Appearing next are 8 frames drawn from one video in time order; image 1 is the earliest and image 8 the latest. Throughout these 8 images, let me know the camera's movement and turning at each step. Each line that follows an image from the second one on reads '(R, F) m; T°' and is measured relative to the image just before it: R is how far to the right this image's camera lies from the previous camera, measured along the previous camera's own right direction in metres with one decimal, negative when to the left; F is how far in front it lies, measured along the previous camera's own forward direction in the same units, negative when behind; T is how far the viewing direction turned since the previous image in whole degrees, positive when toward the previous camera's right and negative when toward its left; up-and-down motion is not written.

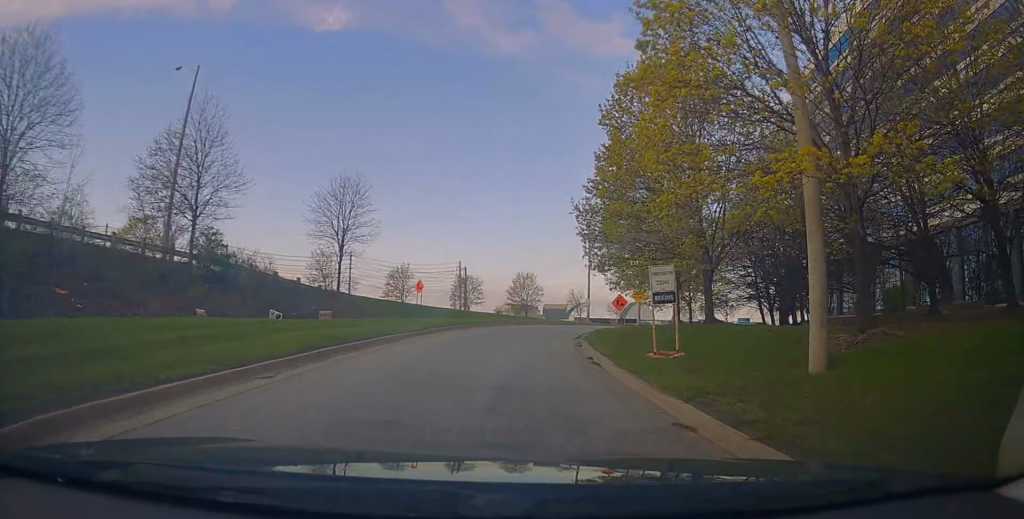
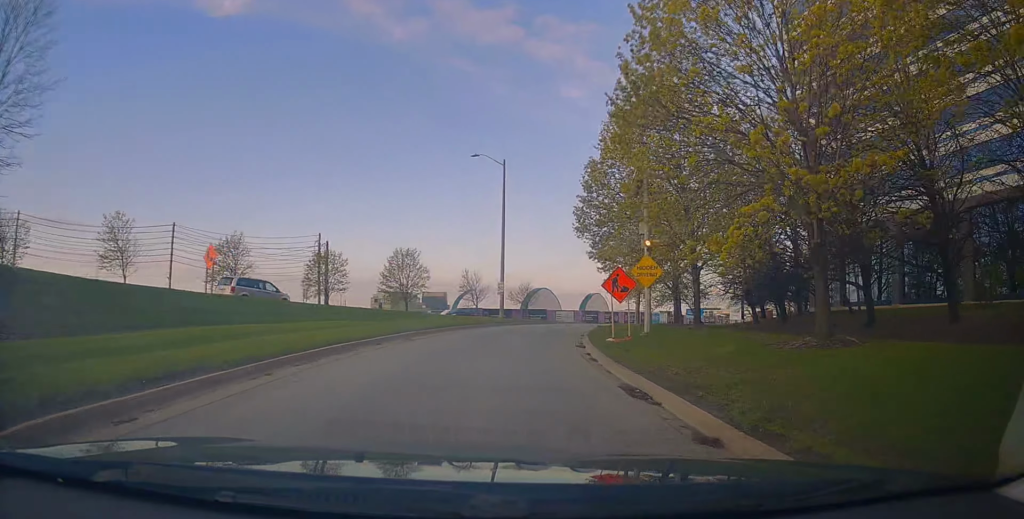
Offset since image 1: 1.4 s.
(+3.2, +24.2) m; +16°
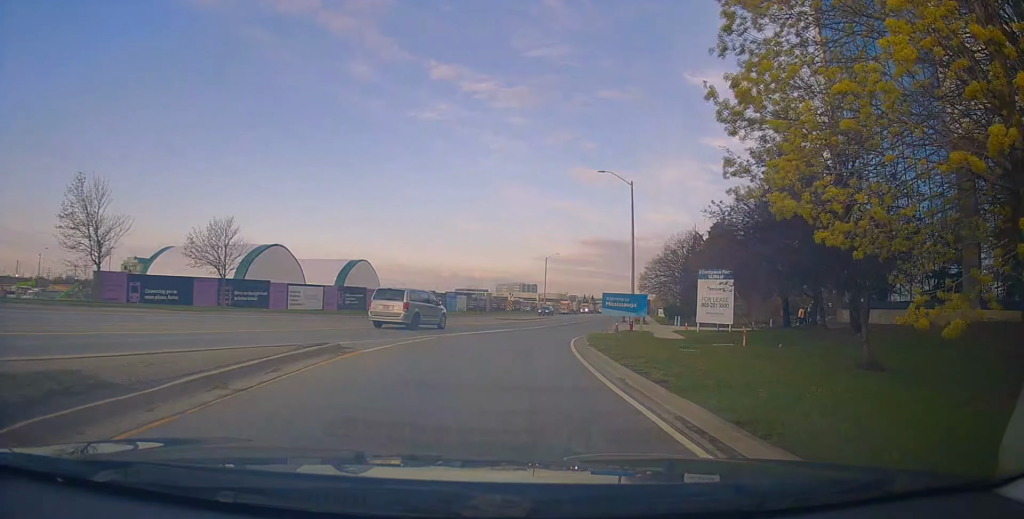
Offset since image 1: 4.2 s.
(+11.9, +46.2) m; +28°
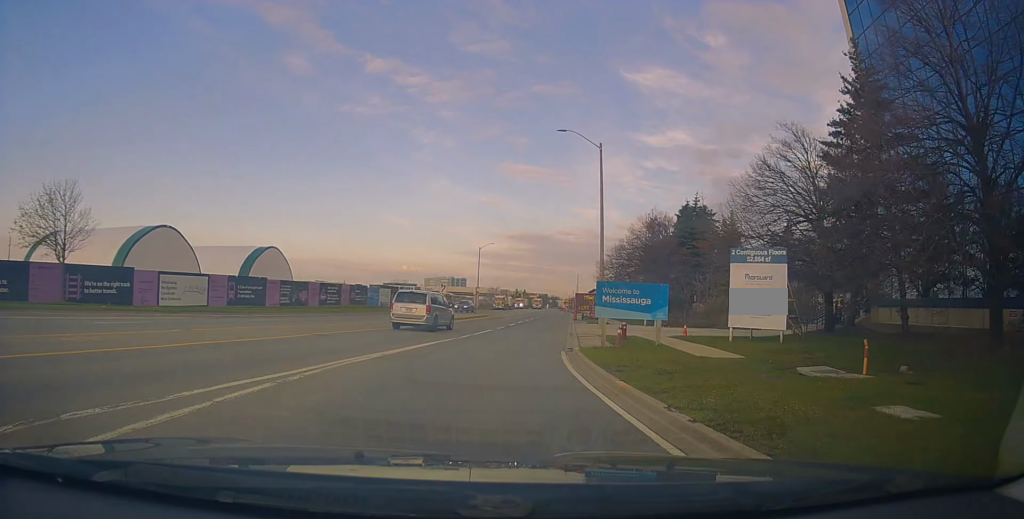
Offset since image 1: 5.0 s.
(+0.5, +12.3) m; +6°
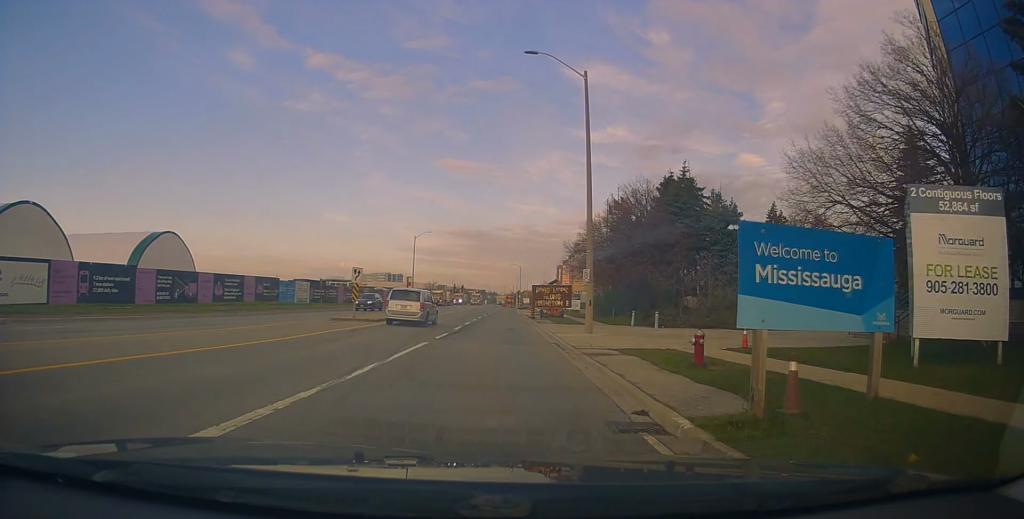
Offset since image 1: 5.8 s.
(+1.0, +13.3) m; +5°
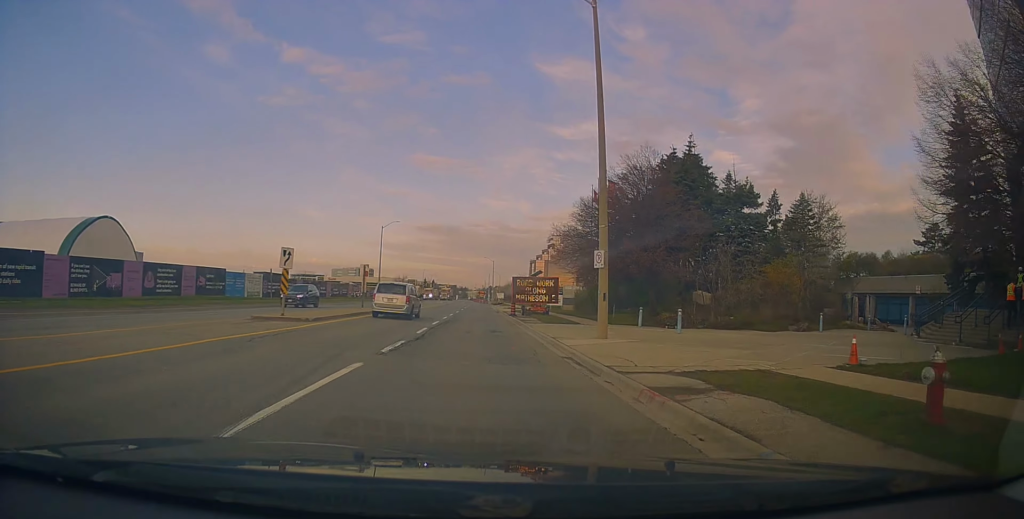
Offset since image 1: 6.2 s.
(+0.4, +7.2) m; +2°
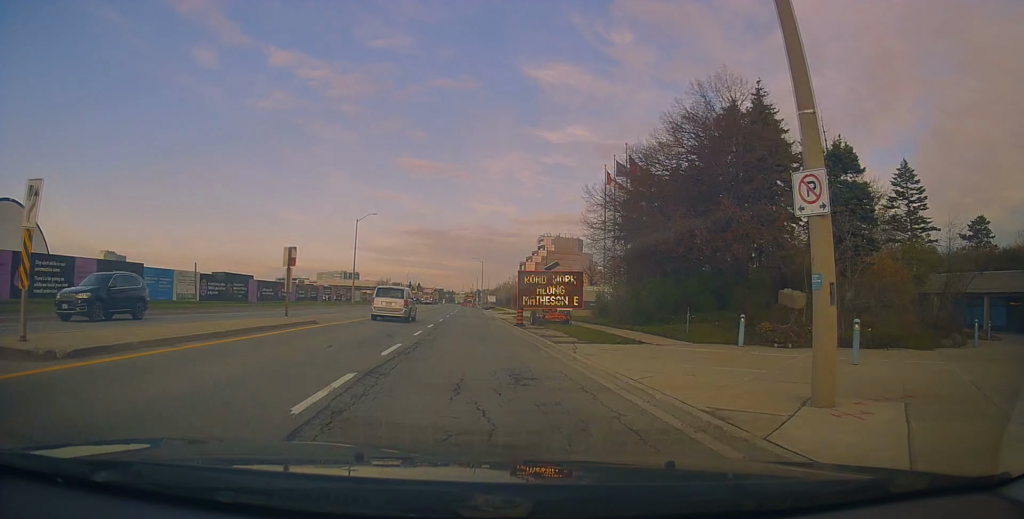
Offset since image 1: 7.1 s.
(-0.3, +13.4) m; +3°
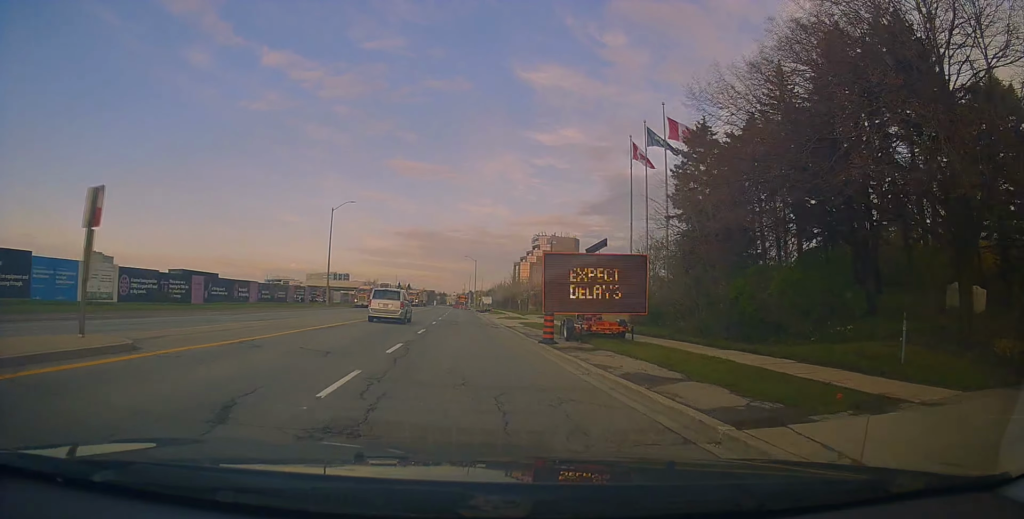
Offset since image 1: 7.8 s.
(+0.7, +12.0) m; +3°
